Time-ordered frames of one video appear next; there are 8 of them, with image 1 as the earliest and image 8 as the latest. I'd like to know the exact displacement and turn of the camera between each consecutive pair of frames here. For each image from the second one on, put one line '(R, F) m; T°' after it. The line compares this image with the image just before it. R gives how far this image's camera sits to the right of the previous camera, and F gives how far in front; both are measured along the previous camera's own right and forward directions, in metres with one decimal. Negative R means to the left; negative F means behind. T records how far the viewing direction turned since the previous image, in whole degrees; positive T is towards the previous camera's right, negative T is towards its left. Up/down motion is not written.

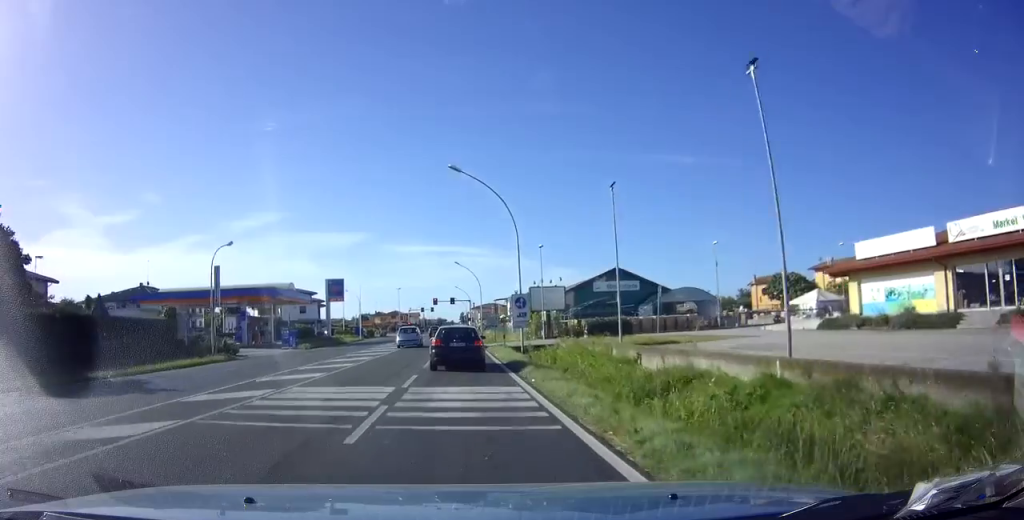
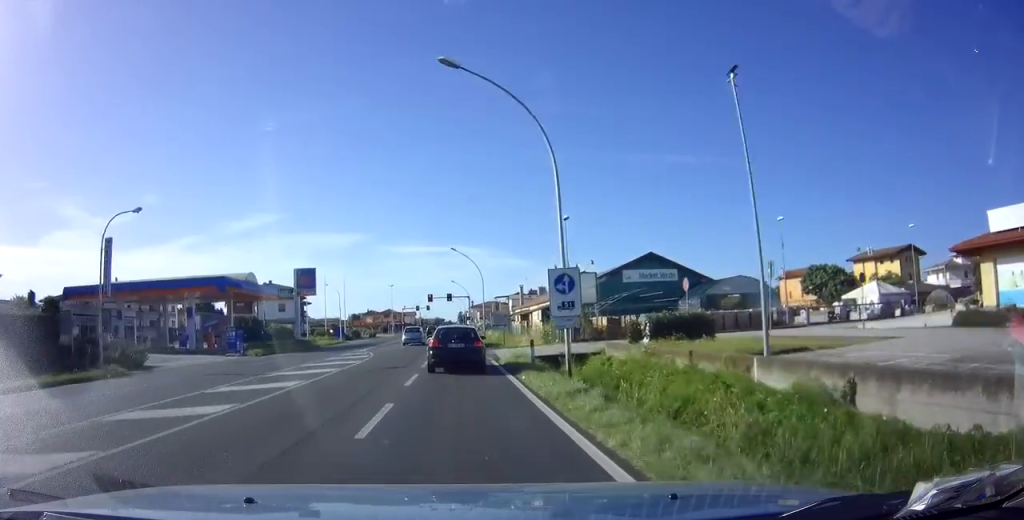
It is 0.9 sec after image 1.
(0.0, +11.2) m; 0°
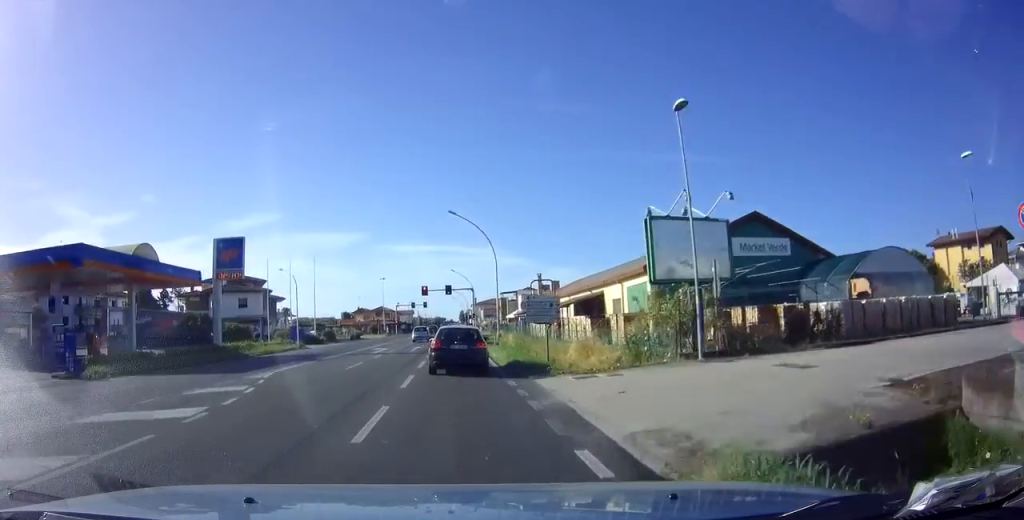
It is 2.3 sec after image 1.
(+0.1, +18.3) m; 0°
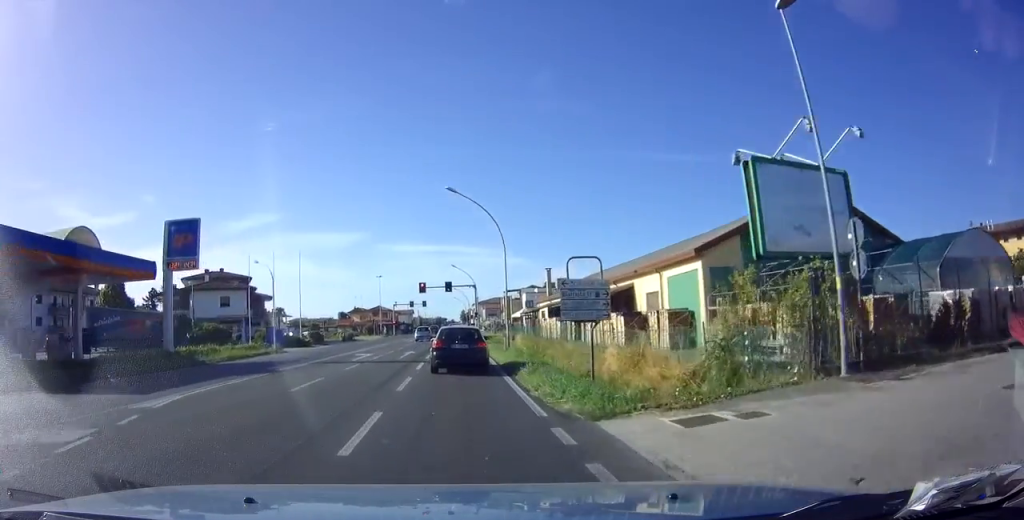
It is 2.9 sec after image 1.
(0.0, +6.5) m; 0°
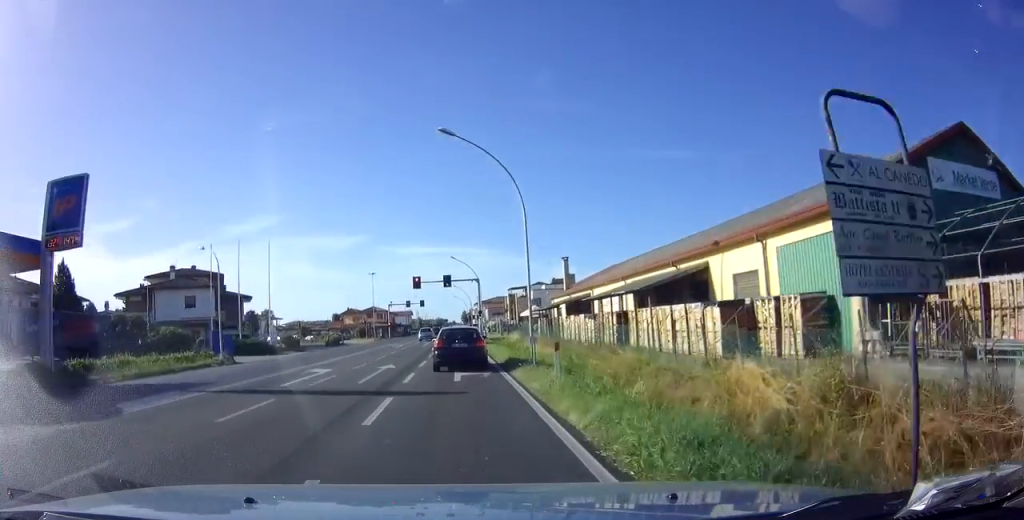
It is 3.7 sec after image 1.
(0.0, +9.8) m; 0°
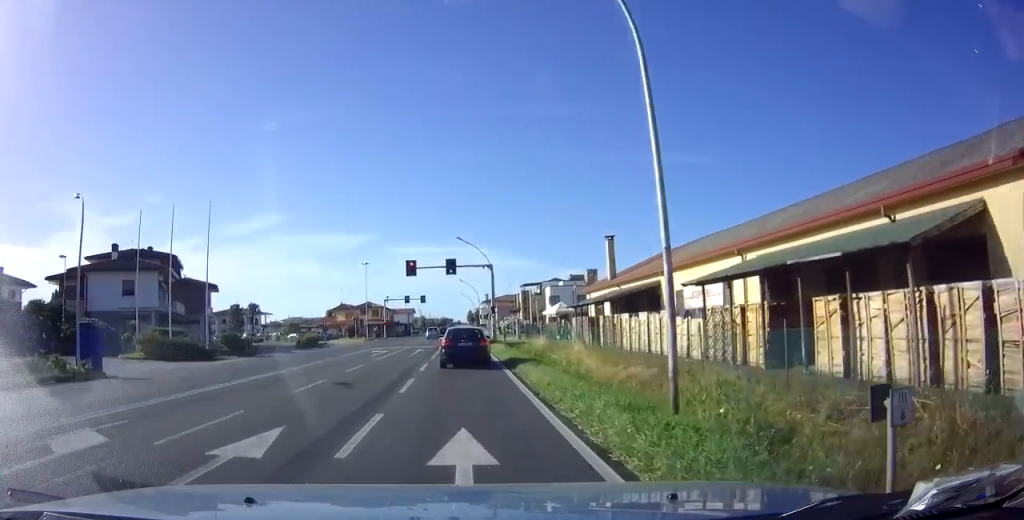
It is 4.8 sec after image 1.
(0.0, +13.4) m; -1°
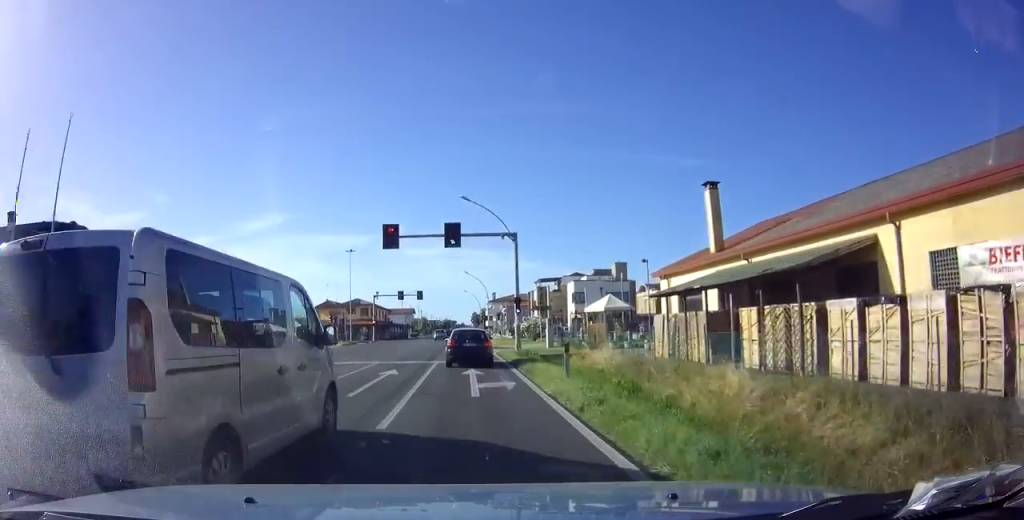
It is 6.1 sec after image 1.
(-0.3, +16.0) m; 0°
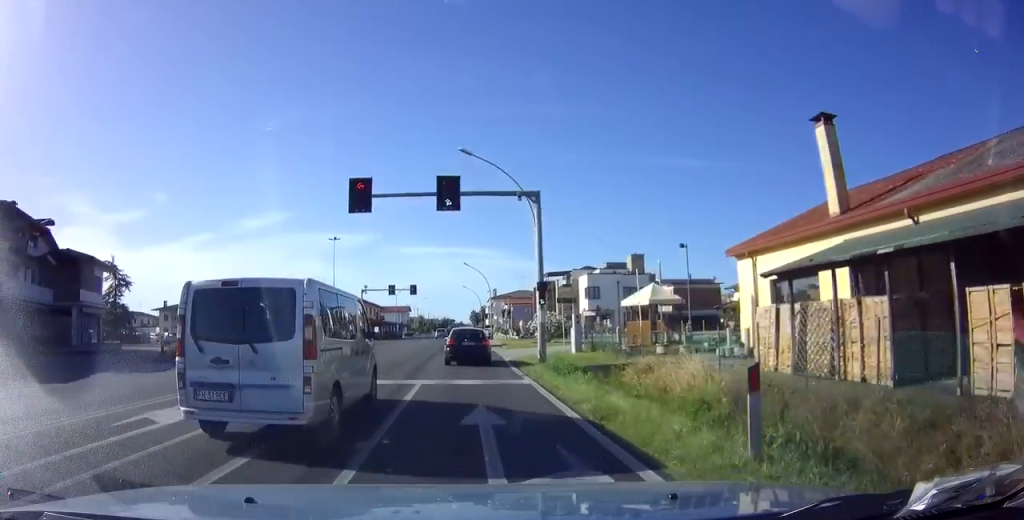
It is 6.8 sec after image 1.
(+0.2, +8.5) m; +1°
